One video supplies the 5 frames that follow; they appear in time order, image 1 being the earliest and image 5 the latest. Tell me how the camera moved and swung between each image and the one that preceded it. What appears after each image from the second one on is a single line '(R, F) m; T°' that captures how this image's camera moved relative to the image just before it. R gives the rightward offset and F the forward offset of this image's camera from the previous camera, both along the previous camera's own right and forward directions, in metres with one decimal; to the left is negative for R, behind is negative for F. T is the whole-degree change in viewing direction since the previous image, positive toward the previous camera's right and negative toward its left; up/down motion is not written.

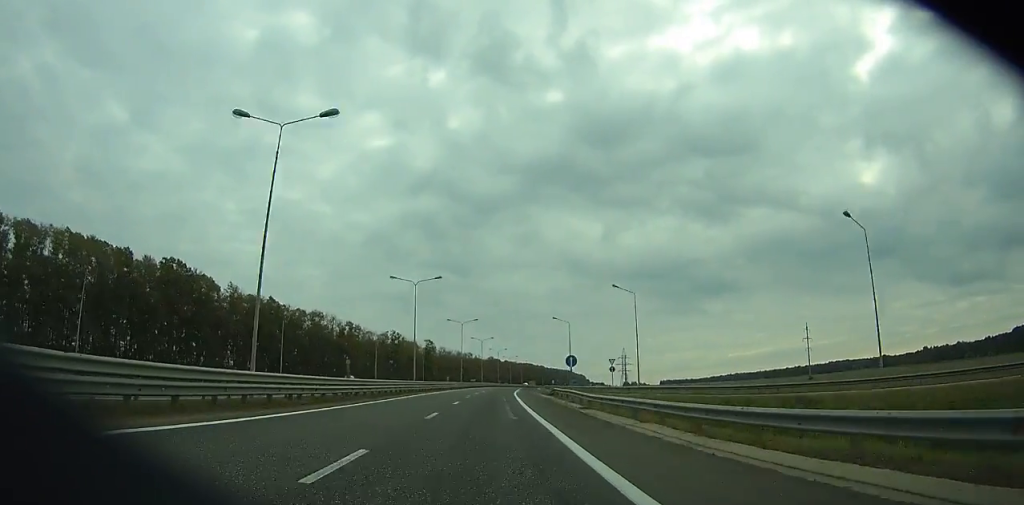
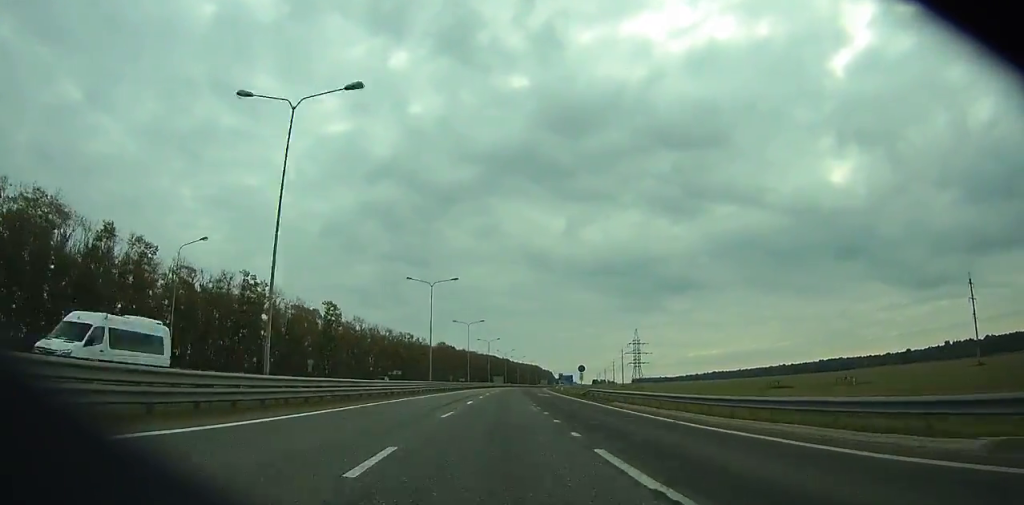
(+4.6, +119.4) m; +4°
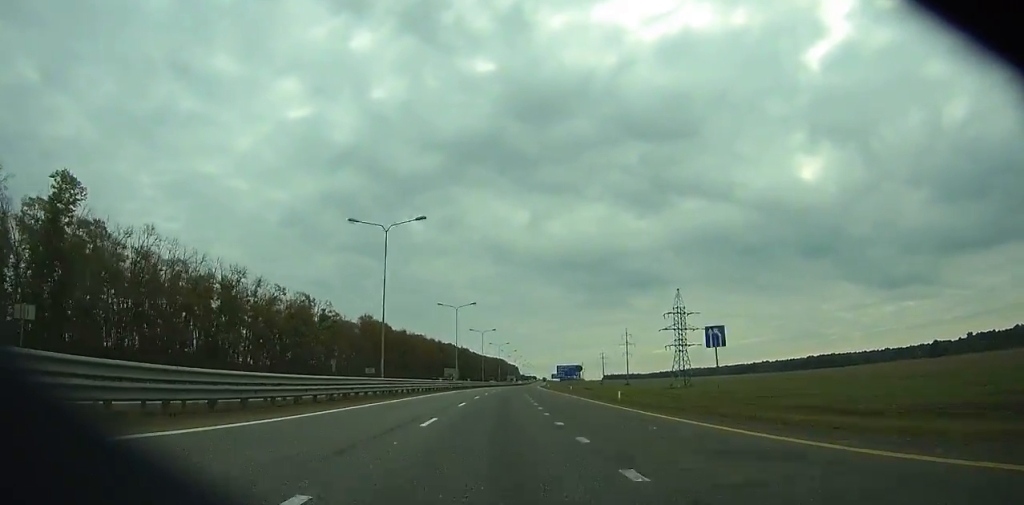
(+3.3, +99.4) m; +4°
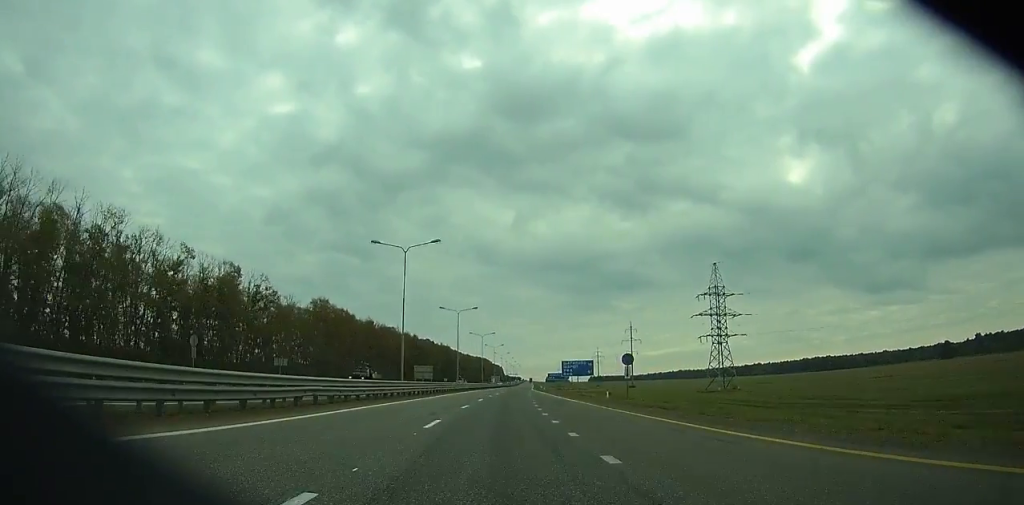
(+0.5, +37.0) m; +2°
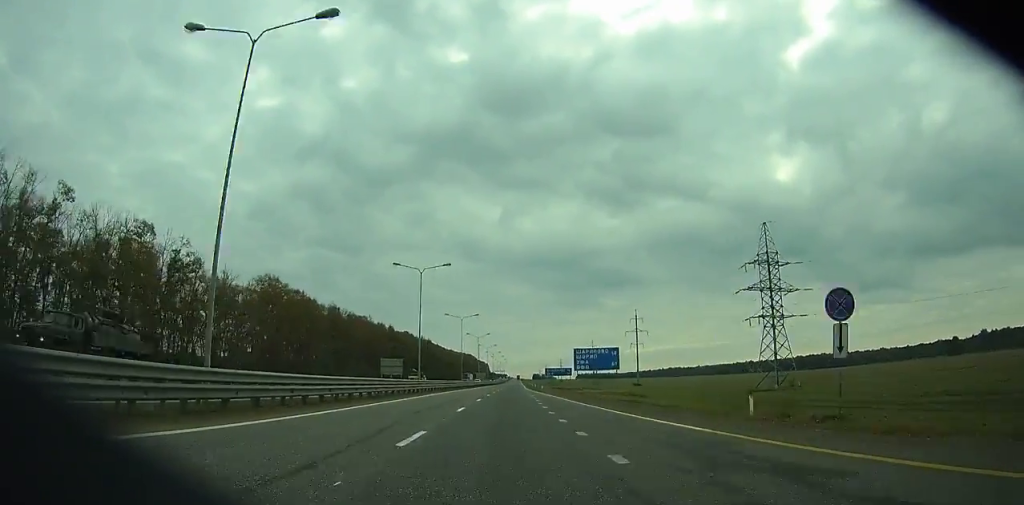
(0.0, +28.0) m; +1°
